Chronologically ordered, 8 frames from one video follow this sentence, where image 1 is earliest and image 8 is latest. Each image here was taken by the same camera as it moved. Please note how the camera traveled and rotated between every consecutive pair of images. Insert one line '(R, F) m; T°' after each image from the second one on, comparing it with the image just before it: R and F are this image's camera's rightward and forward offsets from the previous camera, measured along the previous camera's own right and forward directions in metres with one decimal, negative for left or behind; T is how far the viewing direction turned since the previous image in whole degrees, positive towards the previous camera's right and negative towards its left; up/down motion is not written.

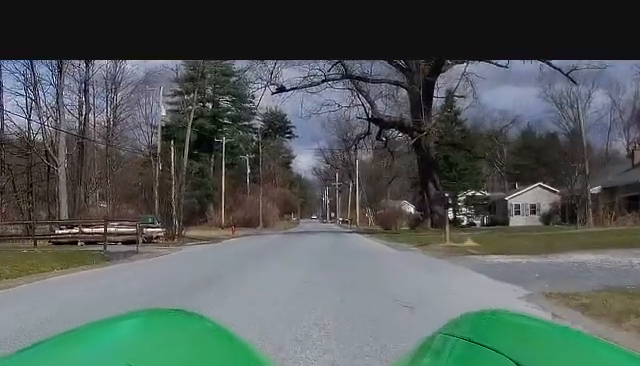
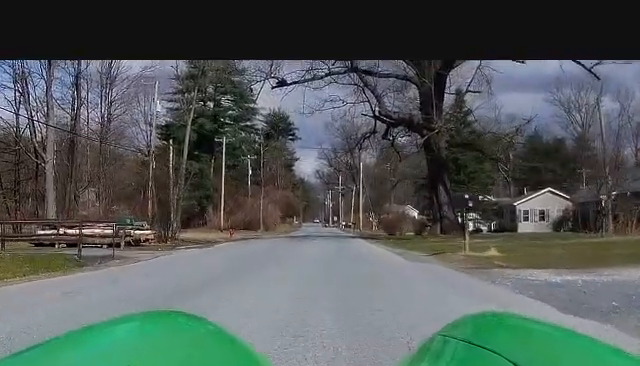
(0.0, +3.1) m; 0°
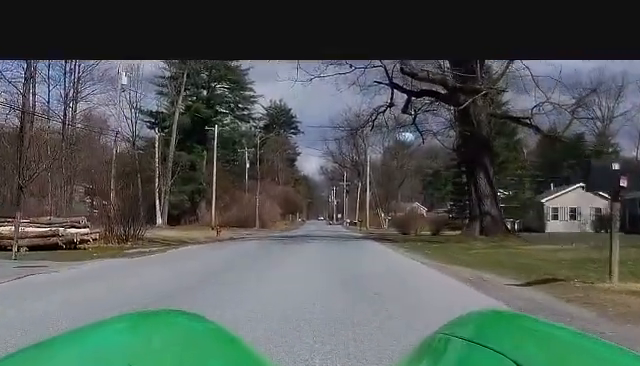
(0.0, +10.8) m; 0°
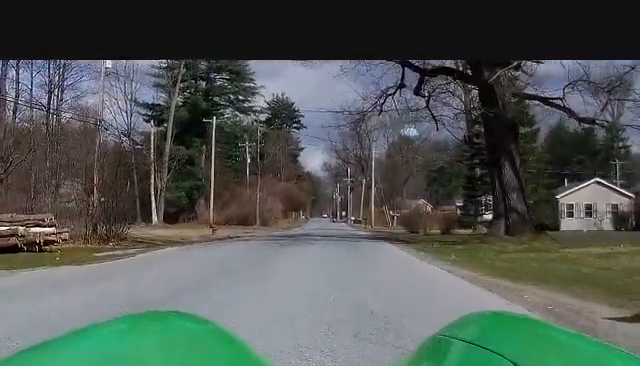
(0.0, +4.2) m; 0°
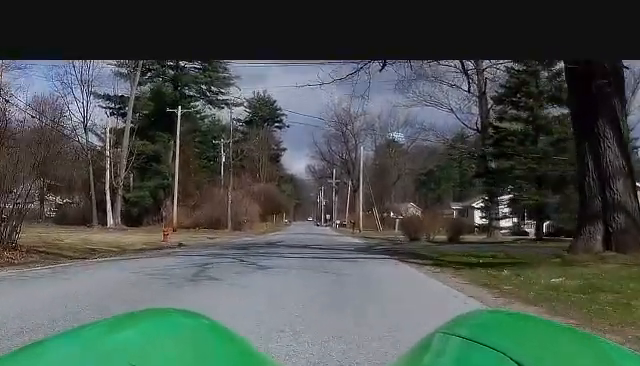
(0.0, +13.4) m; 0°
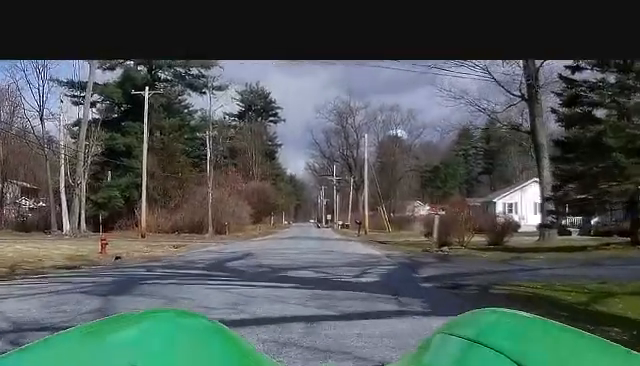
(0.0, +16.1) m; 0°
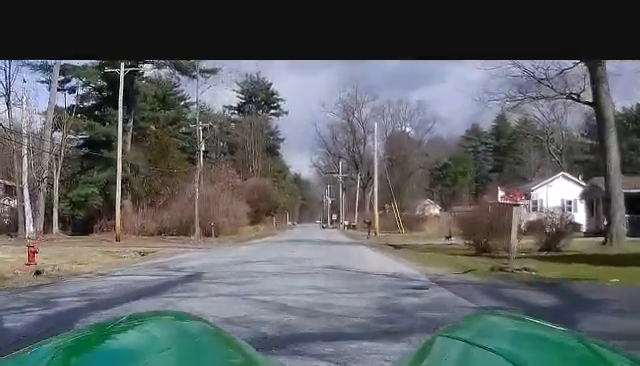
(0.0, +8.6) m; 0°
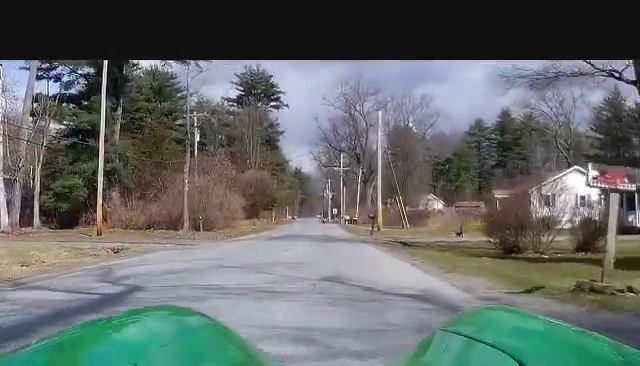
(0.0, +2.9) m; 0°
